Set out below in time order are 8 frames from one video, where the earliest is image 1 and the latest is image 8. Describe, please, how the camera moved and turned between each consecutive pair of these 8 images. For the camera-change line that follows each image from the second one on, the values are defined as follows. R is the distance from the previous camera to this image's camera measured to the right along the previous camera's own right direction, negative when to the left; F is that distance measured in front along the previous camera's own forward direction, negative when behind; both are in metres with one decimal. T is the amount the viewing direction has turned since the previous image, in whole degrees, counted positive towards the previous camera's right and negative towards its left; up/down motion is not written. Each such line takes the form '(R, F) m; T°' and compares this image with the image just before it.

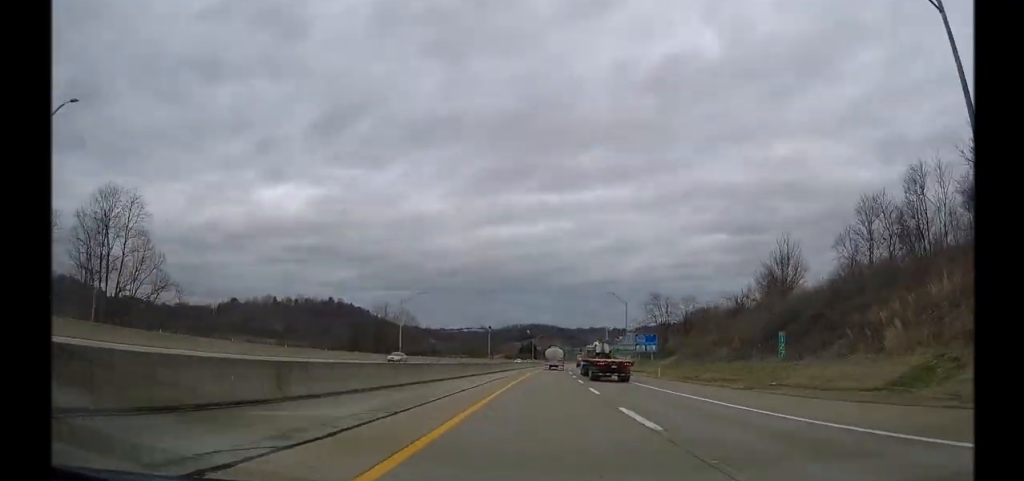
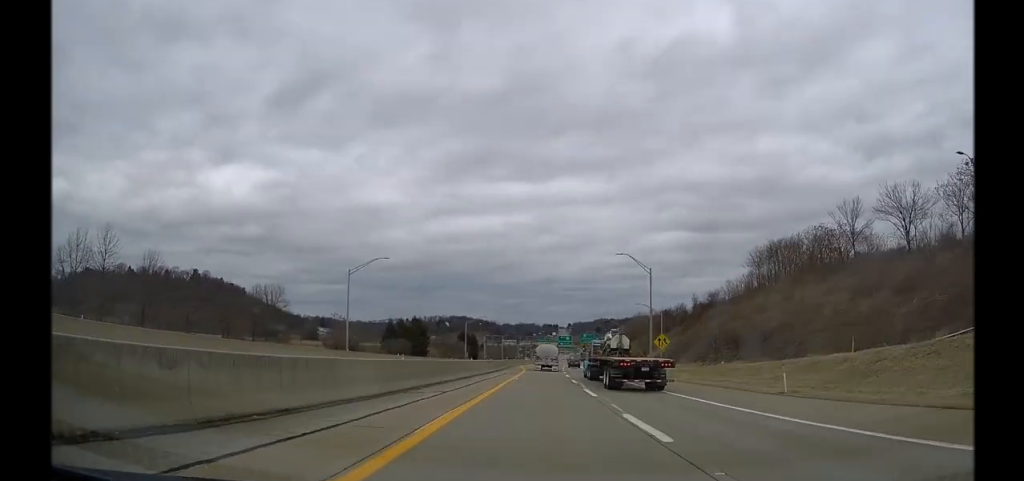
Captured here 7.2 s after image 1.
(+11.3, +199.6) m; +4°
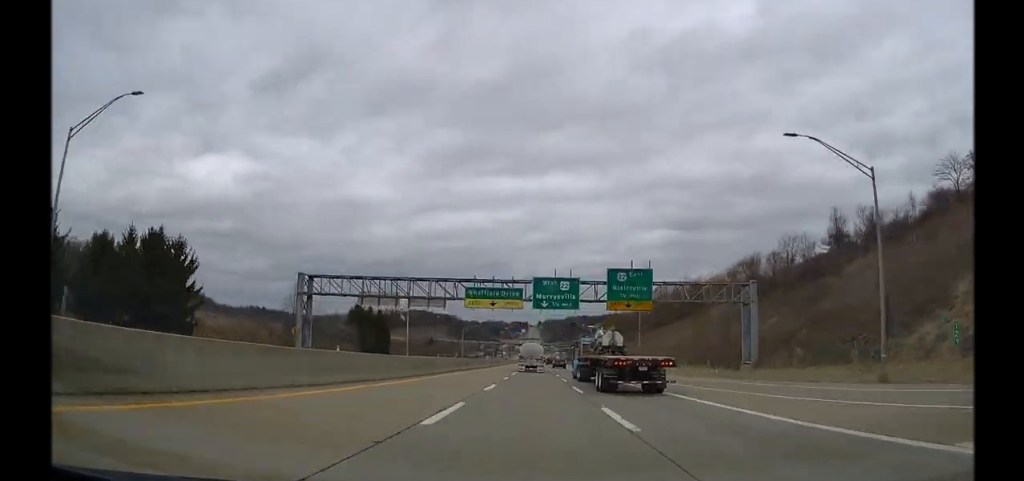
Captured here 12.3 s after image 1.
(+2.8, +126.2) m; +1°
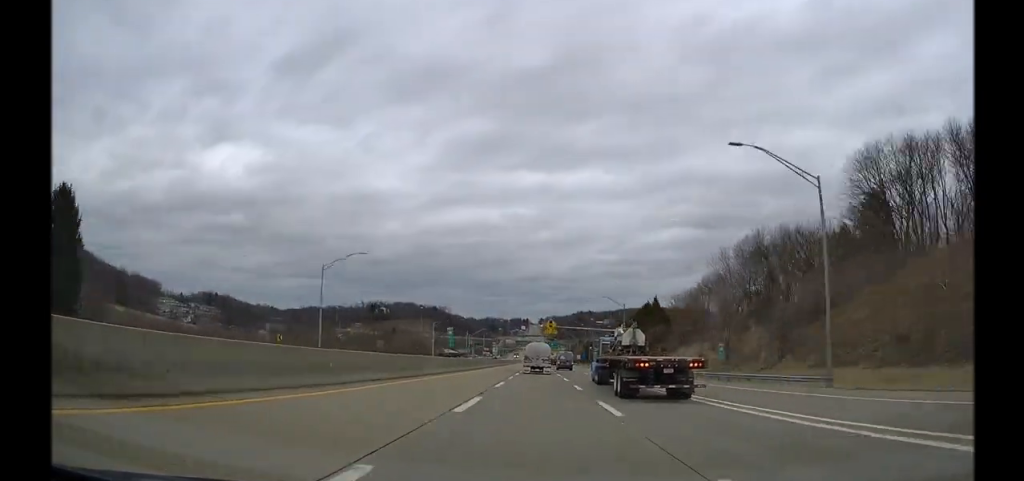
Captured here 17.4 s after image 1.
(+0.8, +118.0) m; 0°
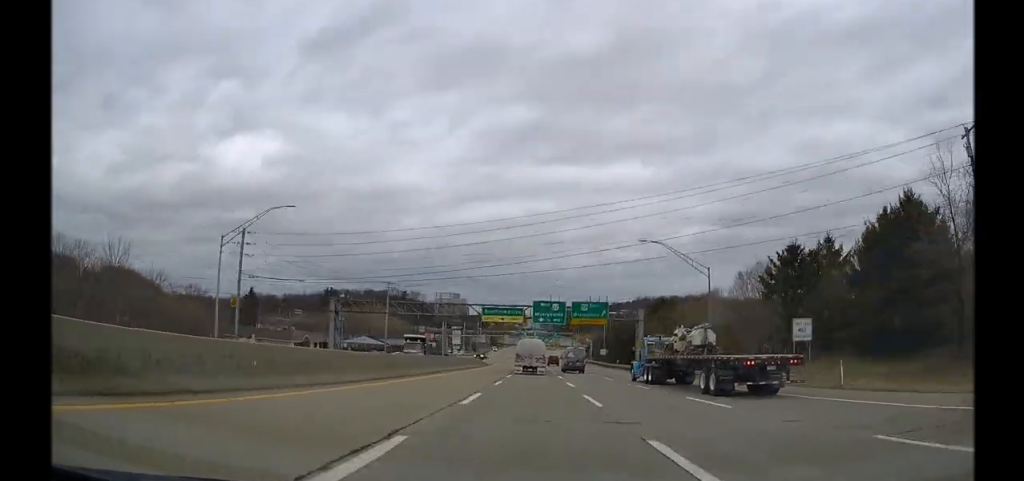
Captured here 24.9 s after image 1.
(+0.4, +181.0) m; 0°
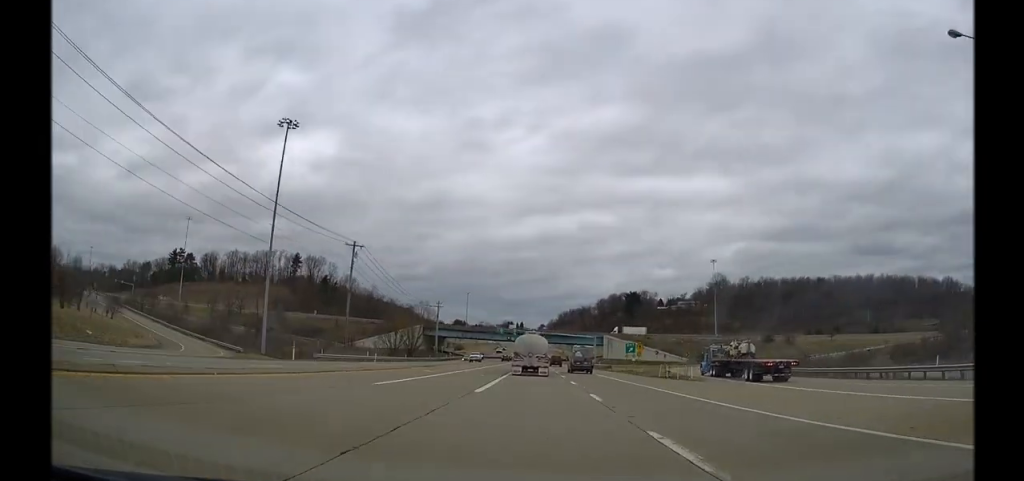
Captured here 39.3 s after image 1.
(0.0, +293.2) m; 0°
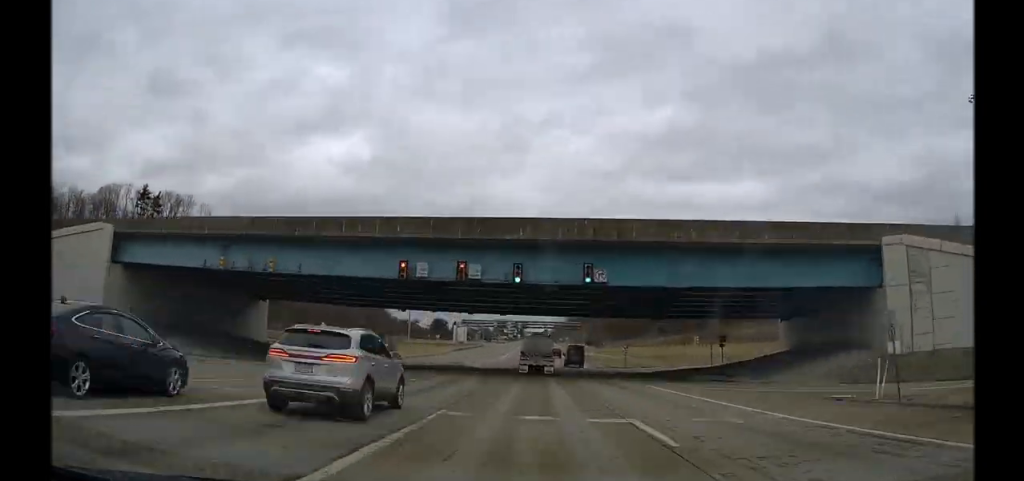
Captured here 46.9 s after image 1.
(0.0, +156.5) m; +1°
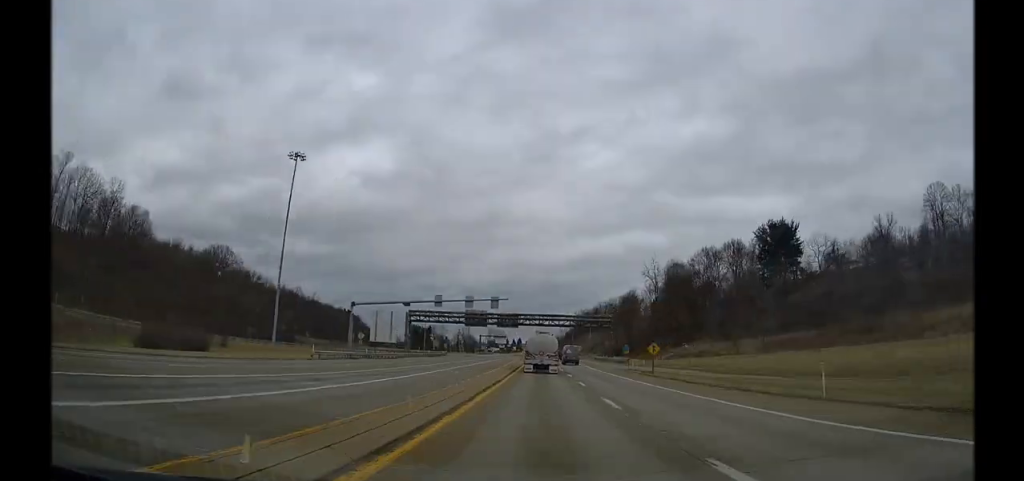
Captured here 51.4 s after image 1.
(+0.8, +102.4) m; 0°
